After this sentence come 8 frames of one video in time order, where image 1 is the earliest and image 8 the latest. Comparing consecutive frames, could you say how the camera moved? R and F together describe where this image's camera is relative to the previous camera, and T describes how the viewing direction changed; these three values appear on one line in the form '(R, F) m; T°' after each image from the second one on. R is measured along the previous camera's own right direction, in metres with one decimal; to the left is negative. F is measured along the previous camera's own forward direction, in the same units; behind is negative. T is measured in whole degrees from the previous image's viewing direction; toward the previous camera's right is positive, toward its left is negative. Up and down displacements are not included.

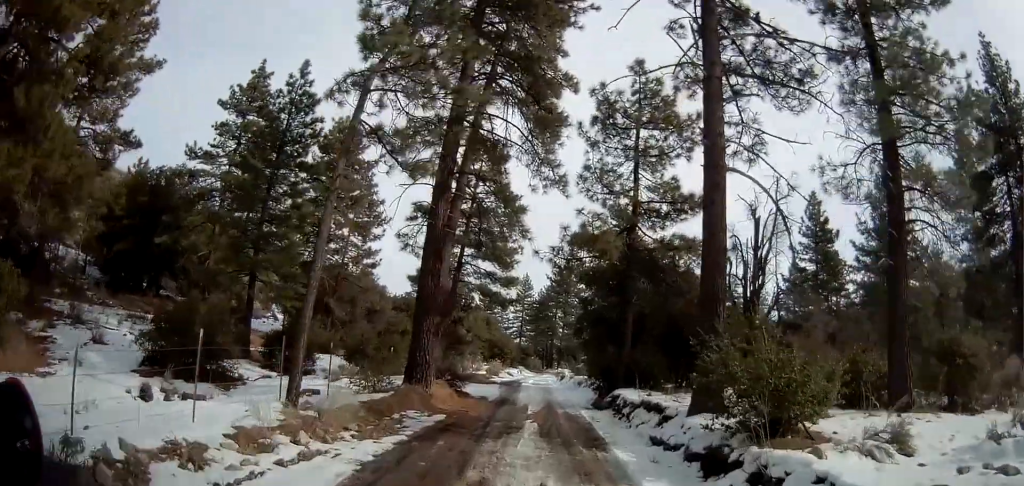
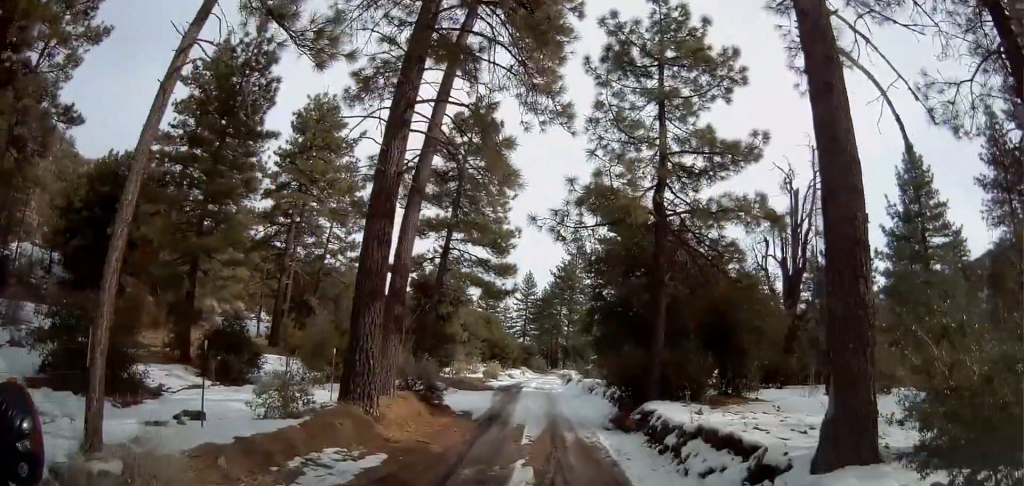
(-0.1, +5.6) m; -3°
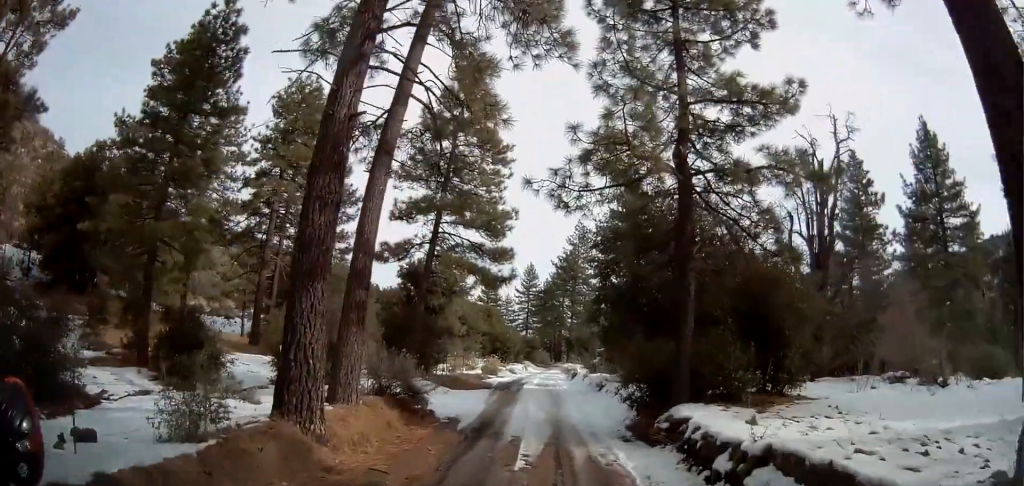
(-0.1, +3.1) m; -2°
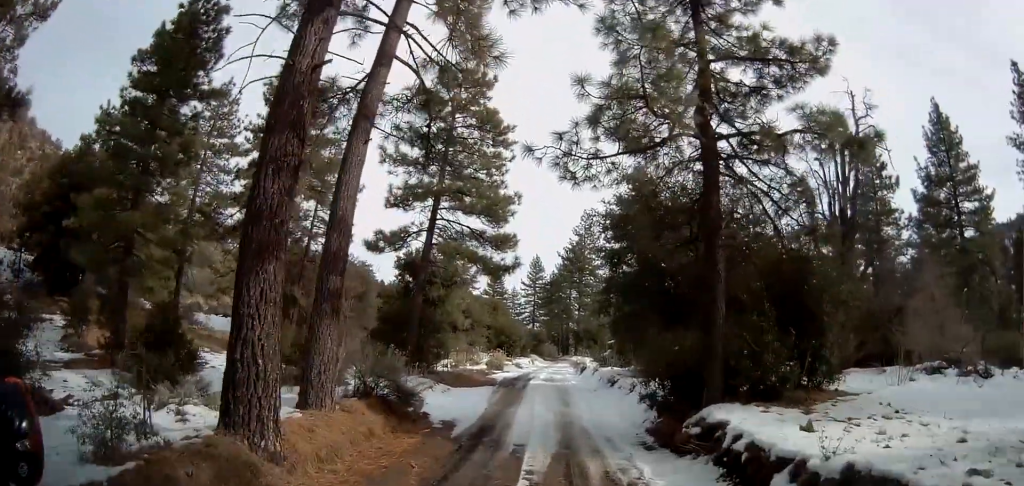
(0.0, +1.9) m; 0°
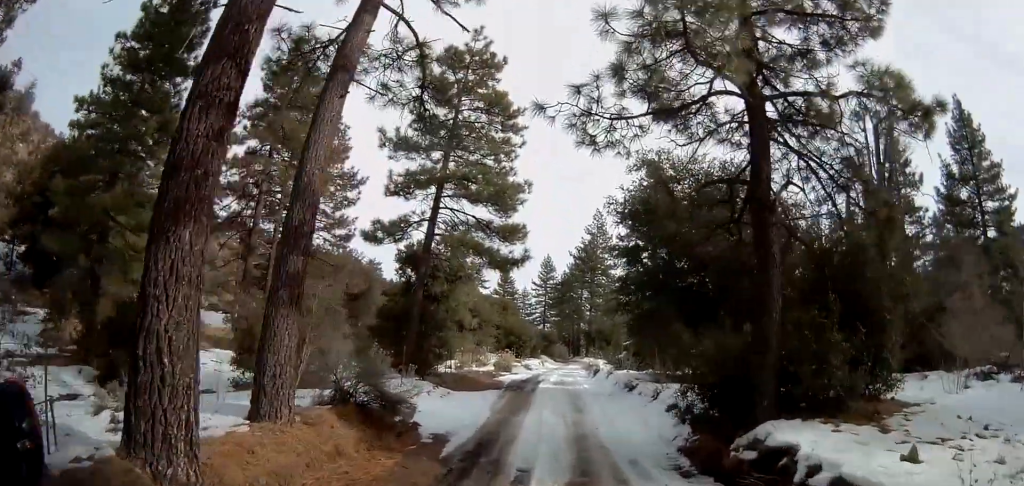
(0.0, +2.2) m; 0°
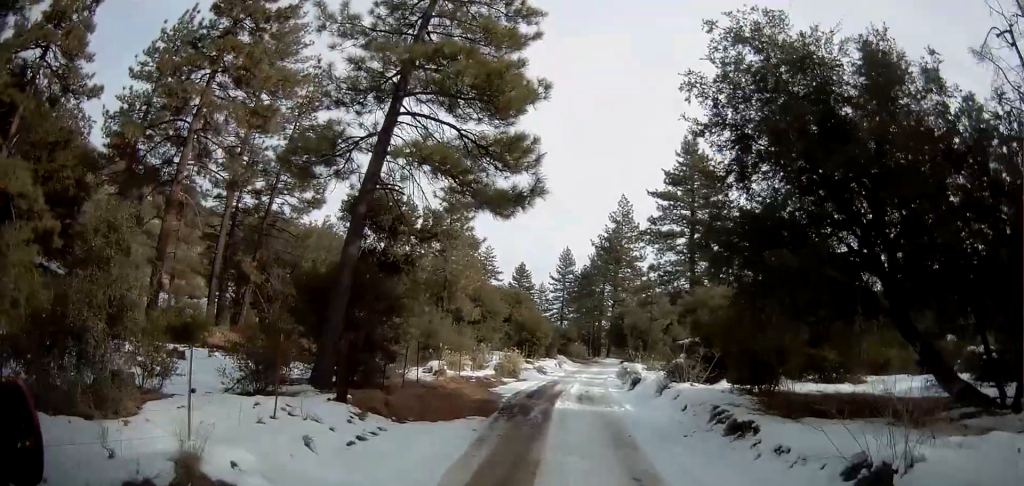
(+0.1, +10.4) m; 0°
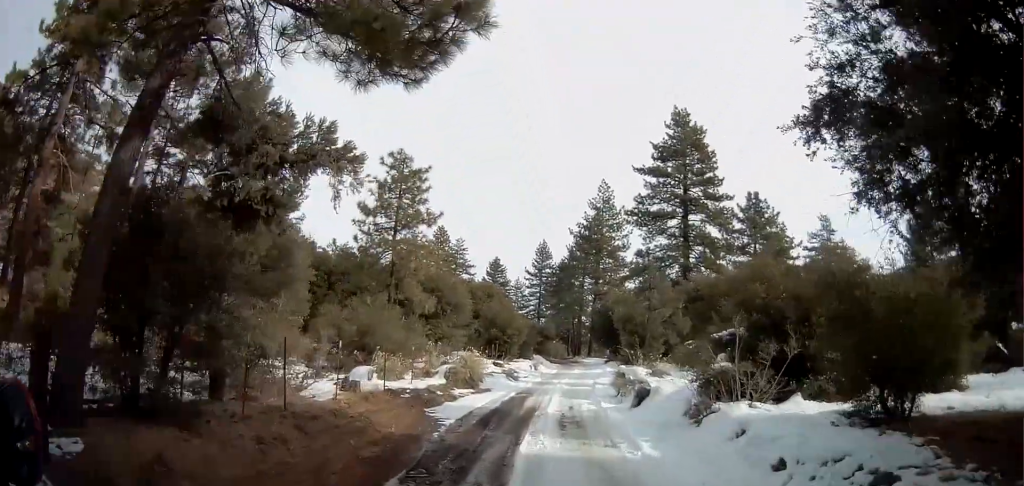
(+0.1, +7.6) m; +2°
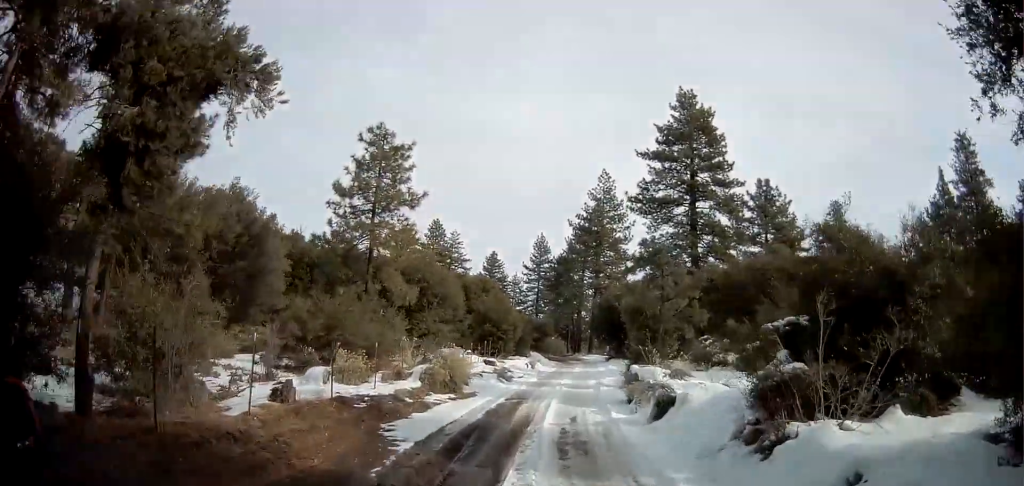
(+0.1, +3.7) m; 0°
